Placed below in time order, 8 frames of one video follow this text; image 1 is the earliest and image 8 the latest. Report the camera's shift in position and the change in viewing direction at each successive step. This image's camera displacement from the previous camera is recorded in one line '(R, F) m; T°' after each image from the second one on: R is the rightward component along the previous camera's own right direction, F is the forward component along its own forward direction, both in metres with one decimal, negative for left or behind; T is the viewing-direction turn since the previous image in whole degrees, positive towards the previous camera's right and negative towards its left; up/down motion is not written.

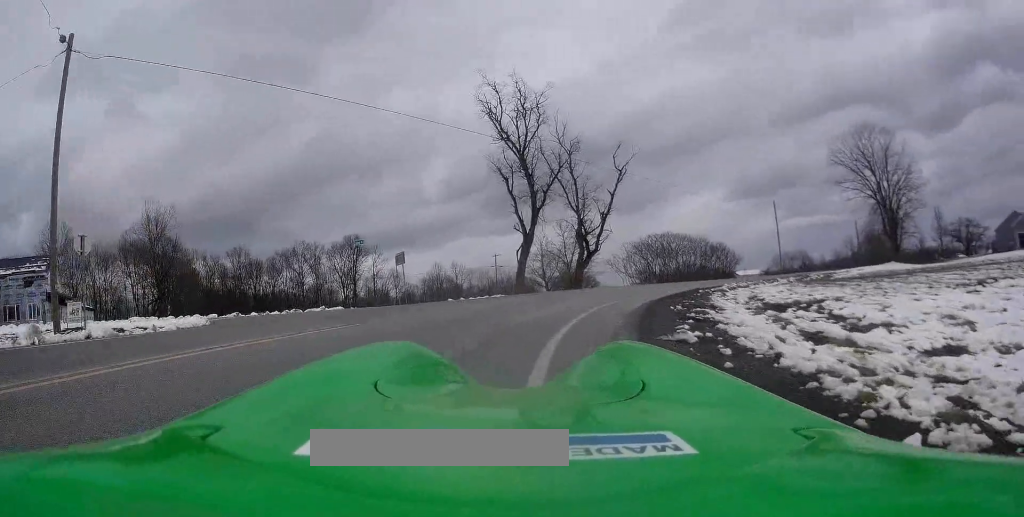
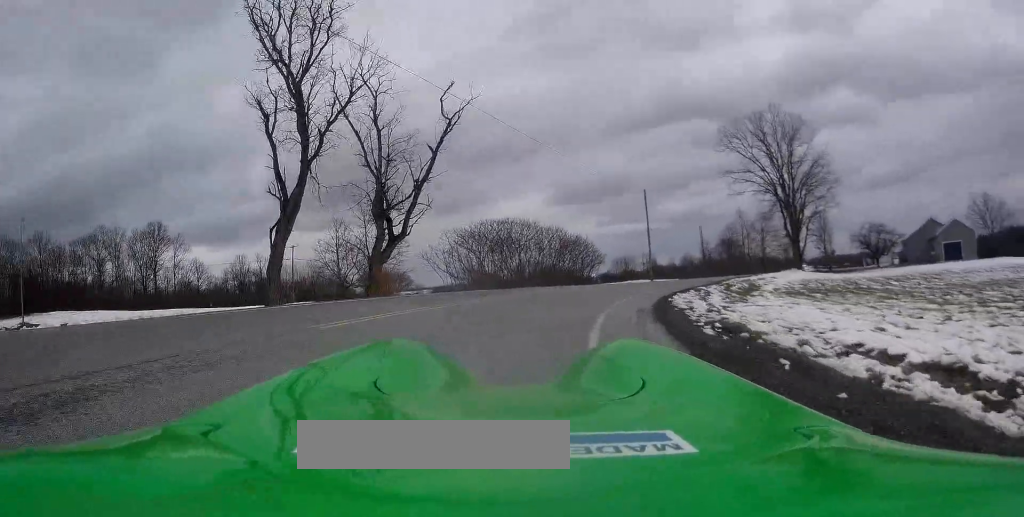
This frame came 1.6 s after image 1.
(+2.5, +16.4) m; +17°
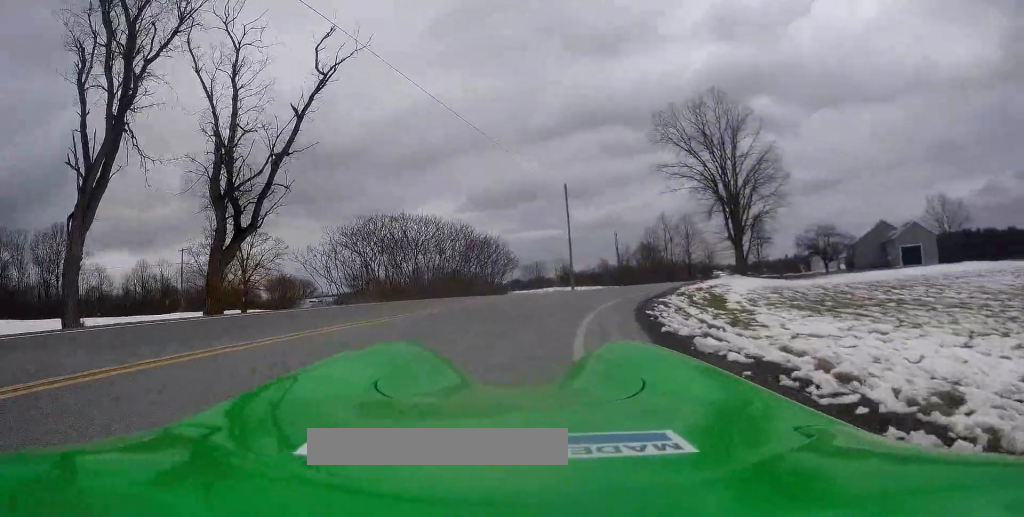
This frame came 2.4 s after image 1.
(+0.5, +8.0) m; +10°
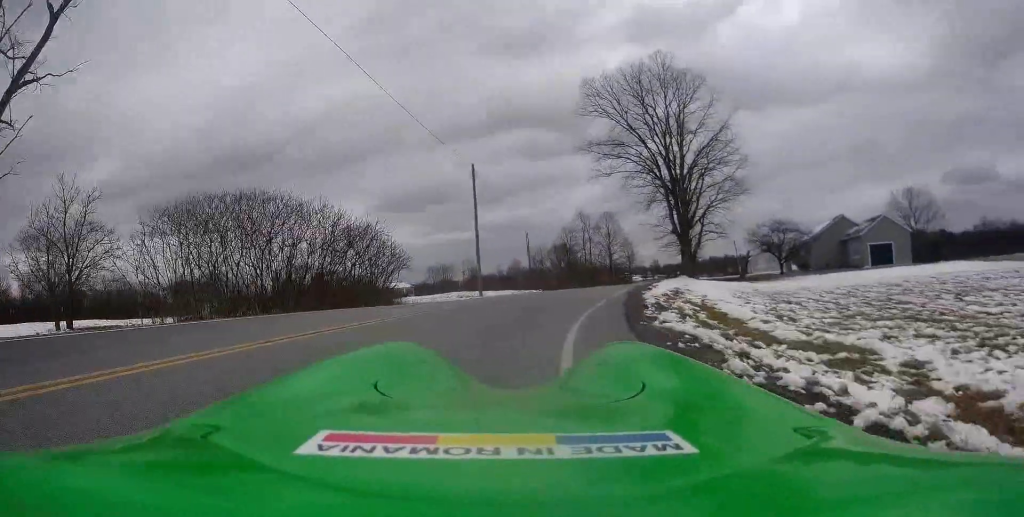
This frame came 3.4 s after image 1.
(+1.3, +10.0) m; +11°
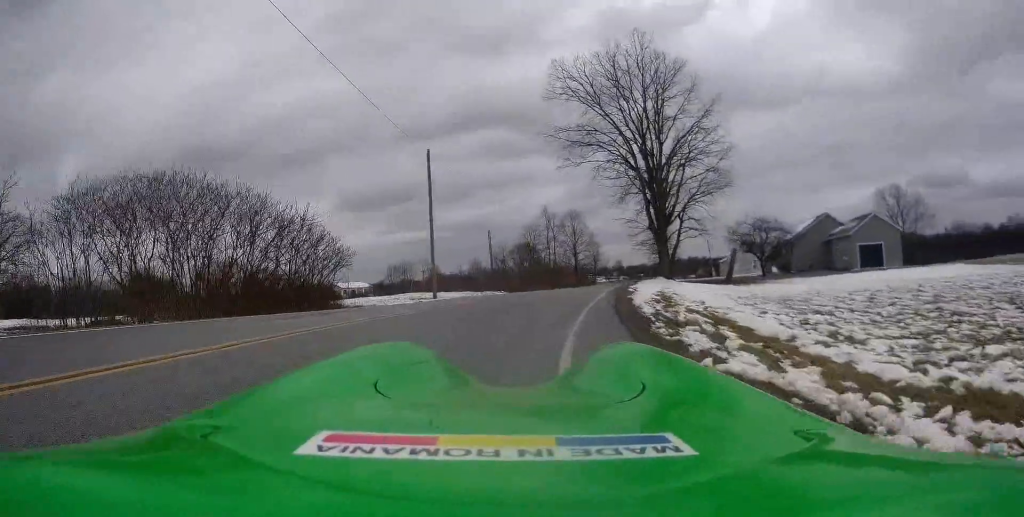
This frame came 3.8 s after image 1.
(0.0, +4.2) m; +4°
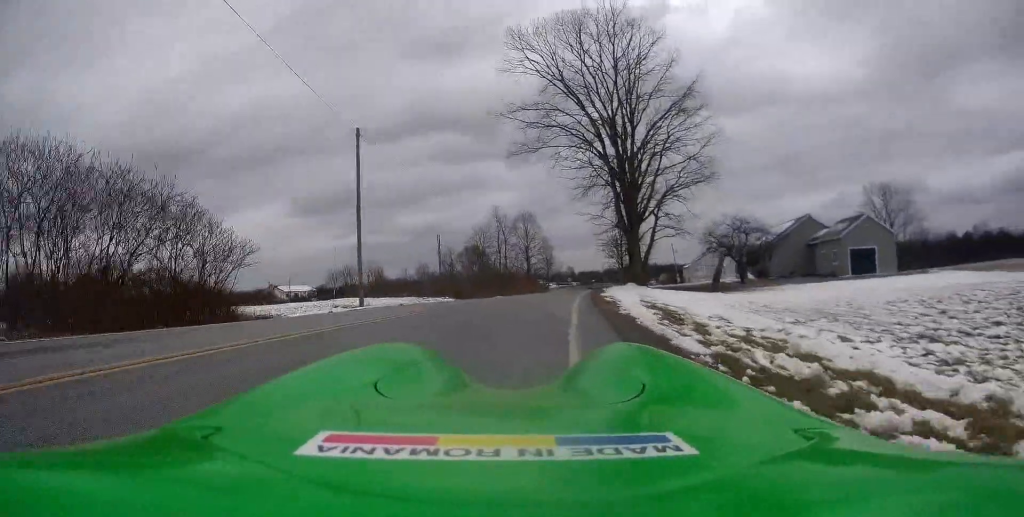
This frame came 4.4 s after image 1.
(+0.3, +6.2) m; +5°
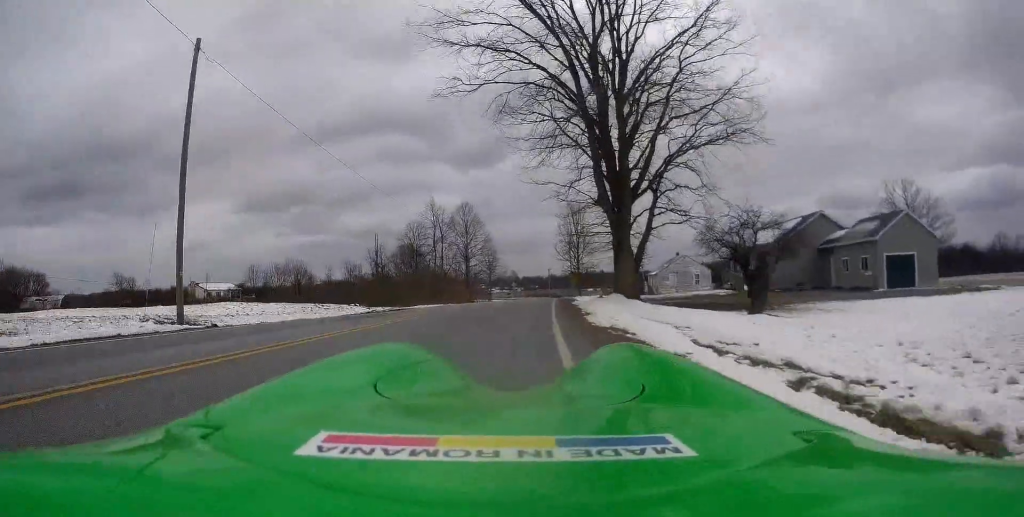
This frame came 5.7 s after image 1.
(+0.9, +12.9) m; +6°
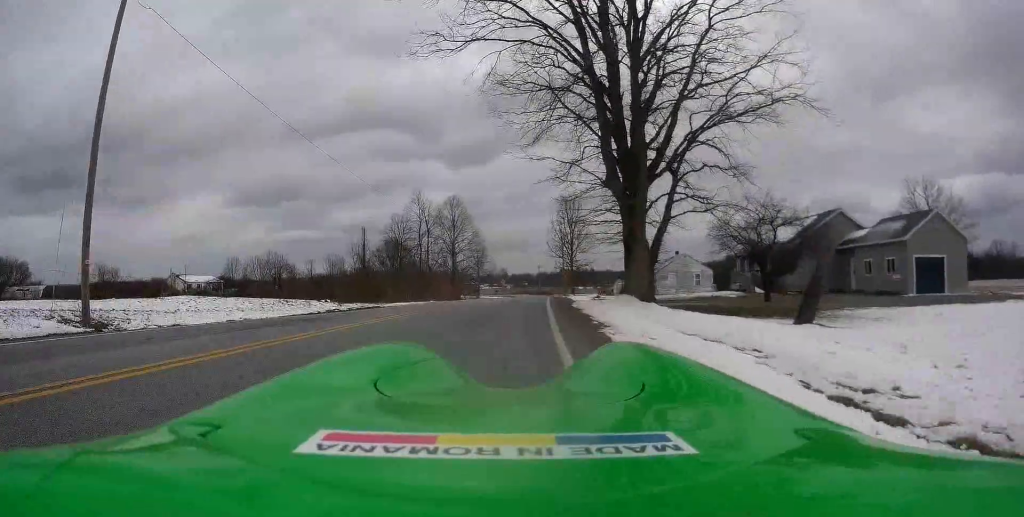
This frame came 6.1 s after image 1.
(-0.2, +4.1) m; +1°
